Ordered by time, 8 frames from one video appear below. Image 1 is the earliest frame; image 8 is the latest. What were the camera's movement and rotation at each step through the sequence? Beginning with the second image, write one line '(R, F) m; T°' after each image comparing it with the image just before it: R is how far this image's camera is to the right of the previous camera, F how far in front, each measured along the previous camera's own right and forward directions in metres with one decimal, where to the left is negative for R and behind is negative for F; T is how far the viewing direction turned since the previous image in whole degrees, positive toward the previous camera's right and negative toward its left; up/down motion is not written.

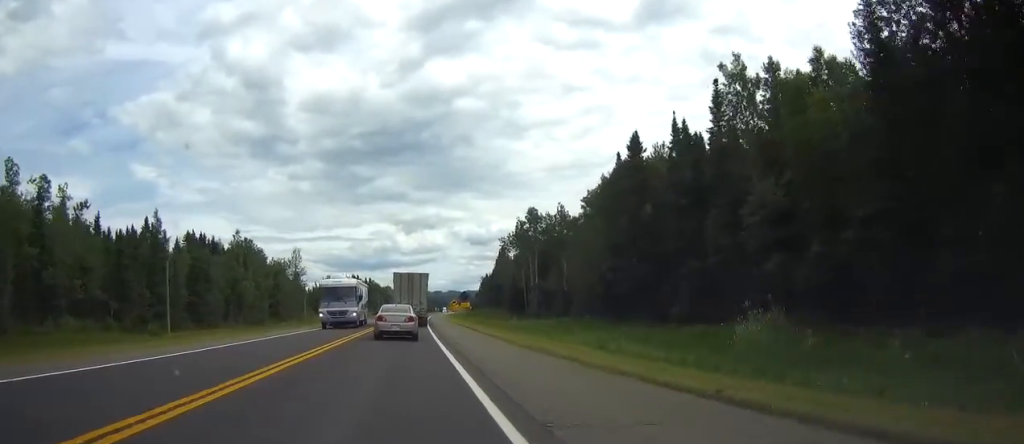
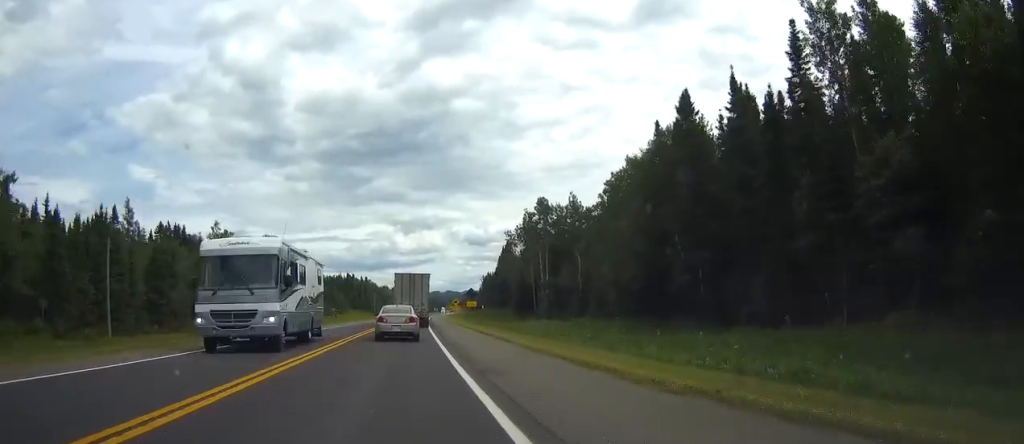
(0.0, +12.9) m; 0°
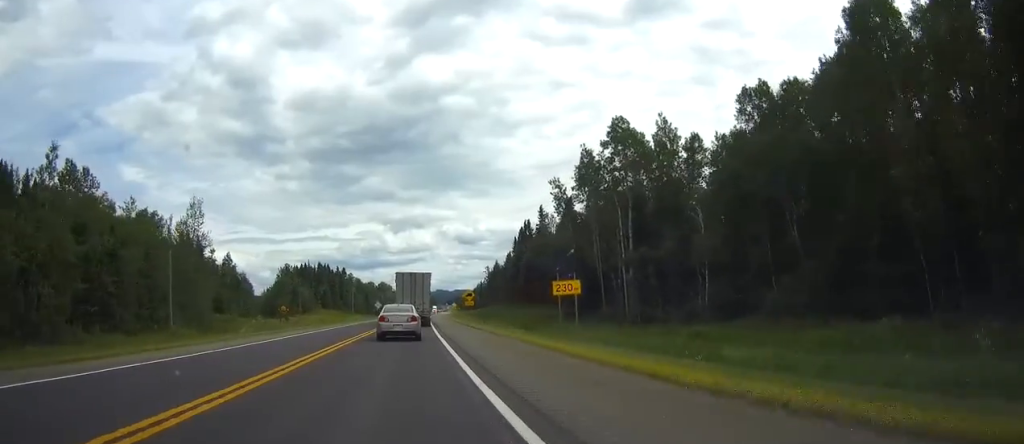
(+0.2, +54.5) m; +1°
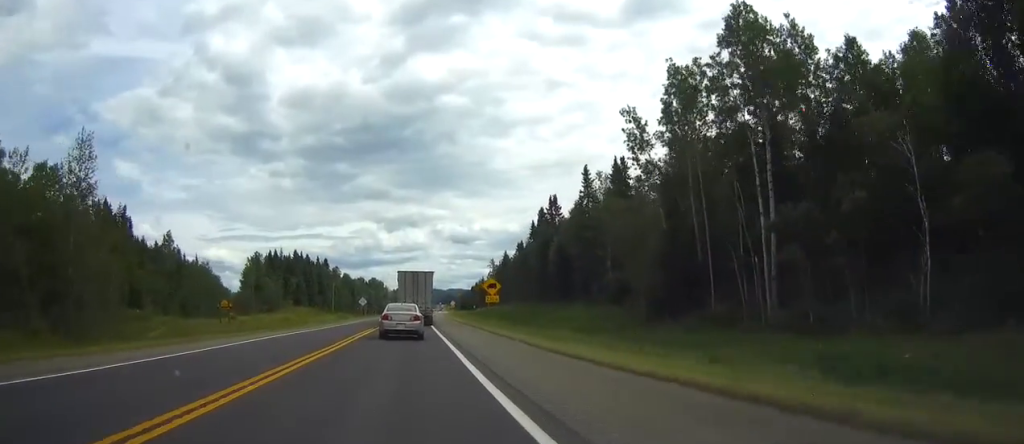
(+0.2, +32.4) m; 0°
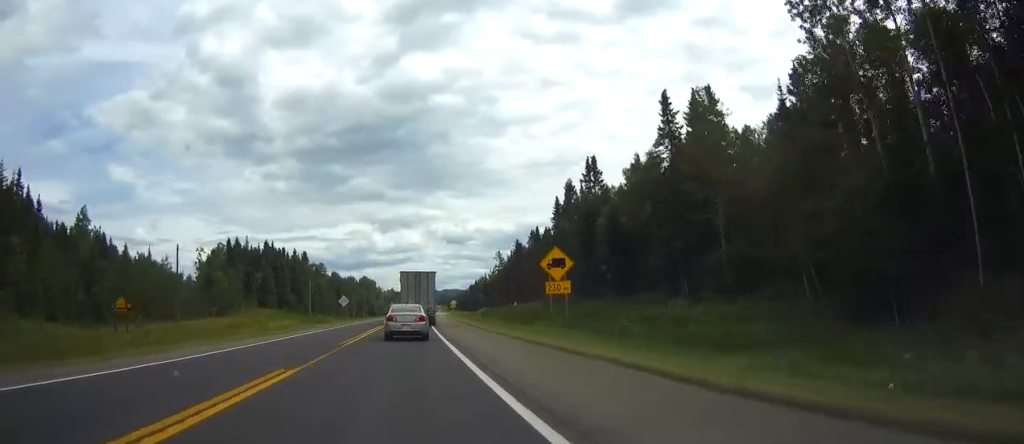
(+0.1, +28.8) m; 0°
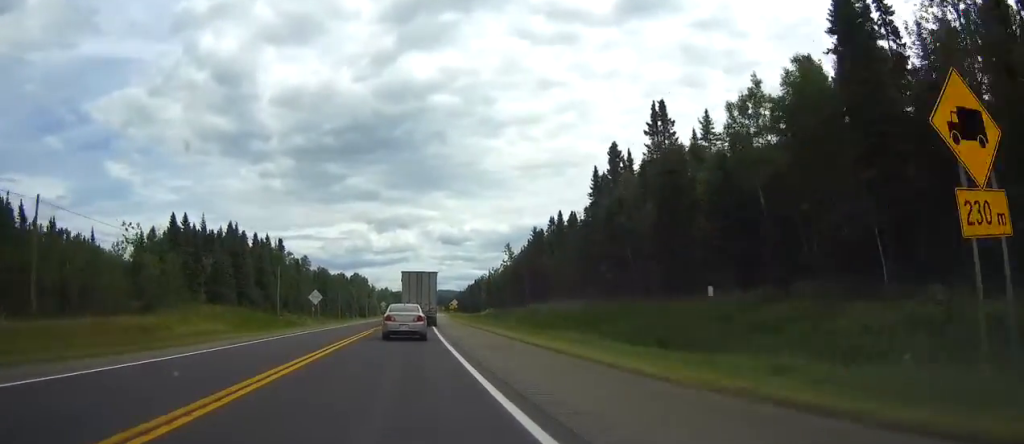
(+0.1, +26.1) m; 0°
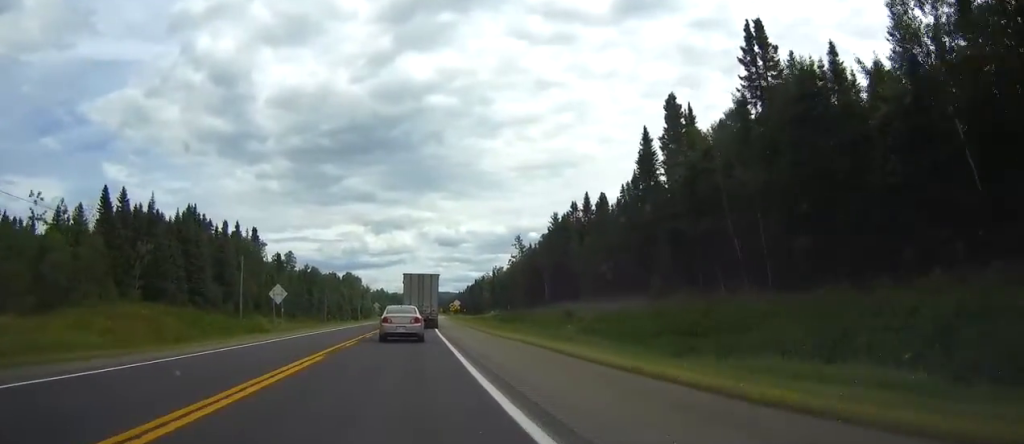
(+0.1, +20.5) m; 0°
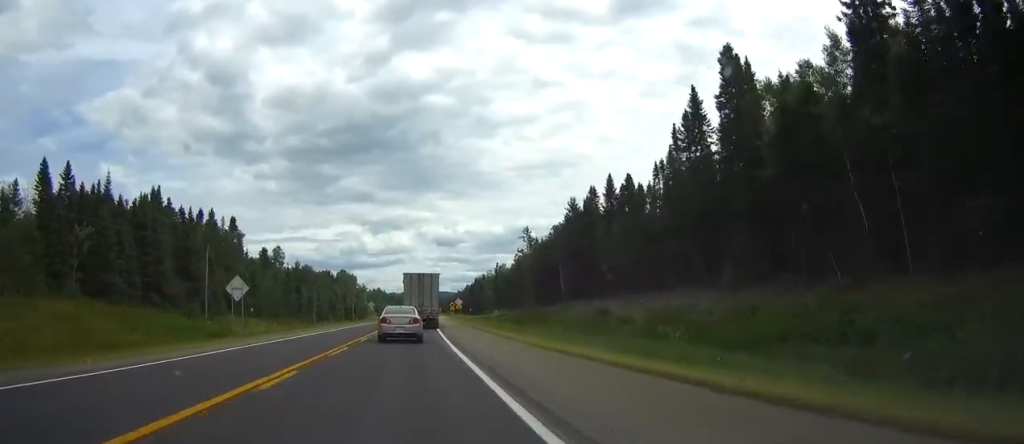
(0.0, +13.1) m; 0°
